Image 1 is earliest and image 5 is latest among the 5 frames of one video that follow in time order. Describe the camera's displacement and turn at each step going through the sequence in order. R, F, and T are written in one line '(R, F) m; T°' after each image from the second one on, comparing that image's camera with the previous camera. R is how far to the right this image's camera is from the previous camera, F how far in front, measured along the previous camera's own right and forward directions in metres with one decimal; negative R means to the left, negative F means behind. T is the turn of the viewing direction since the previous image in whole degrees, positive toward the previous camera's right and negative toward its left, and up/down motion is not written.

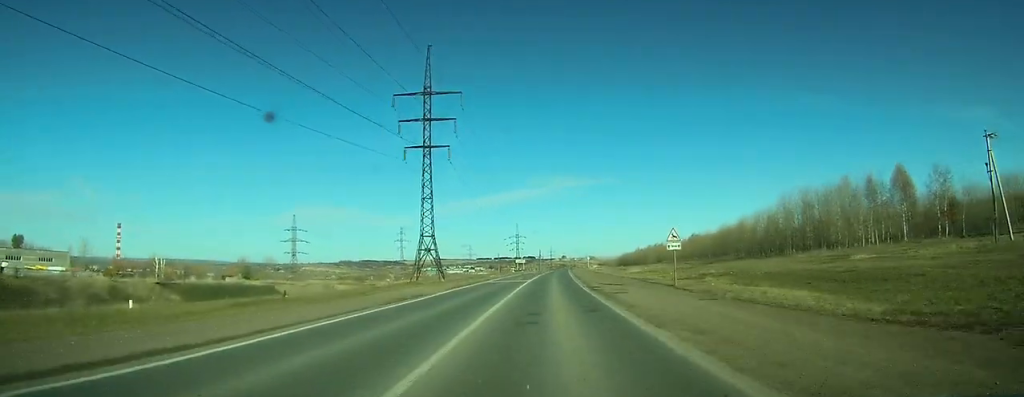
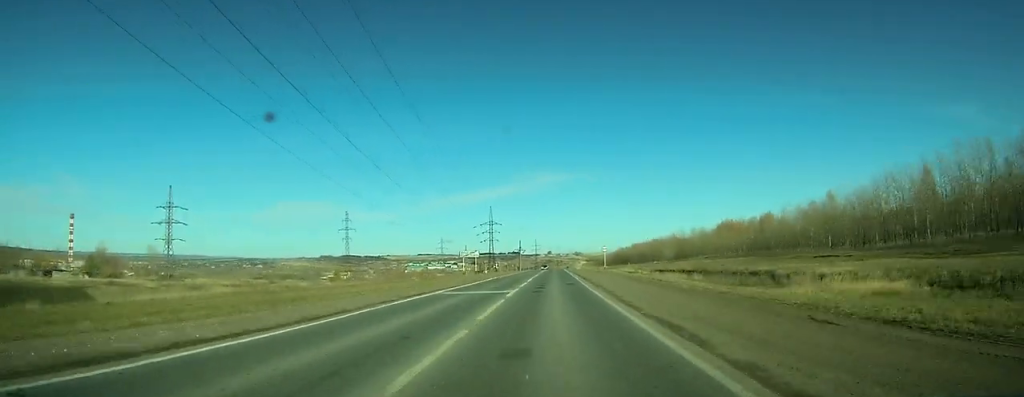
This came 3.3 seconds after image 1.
(+1.1, +70.1) m; +2°
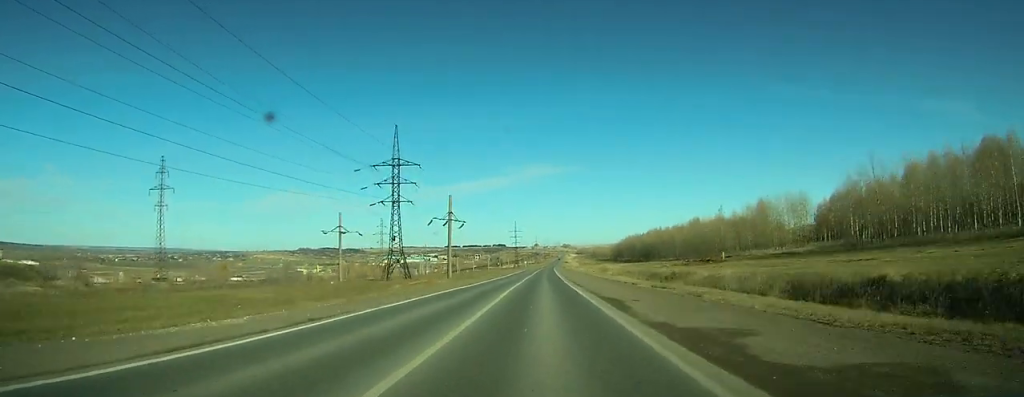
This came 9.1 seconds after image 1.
(+2.3, +129.8) m; +1°
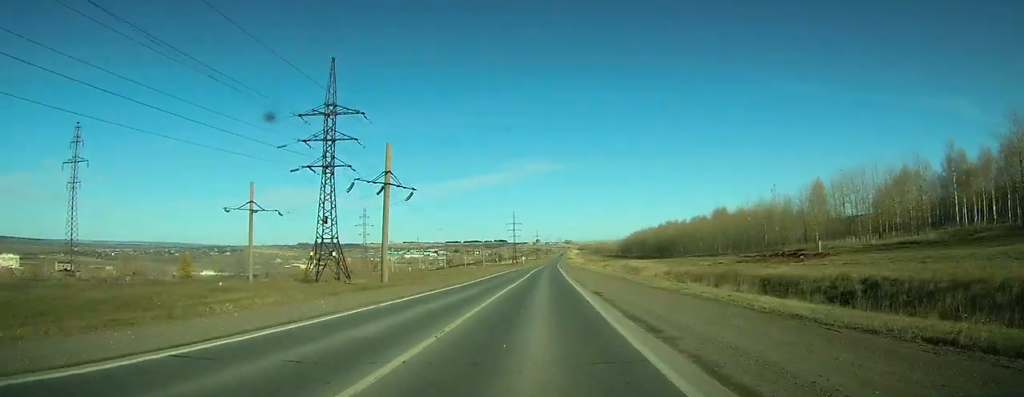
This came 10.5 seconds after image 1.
(0.0, +31.7) m; 0°
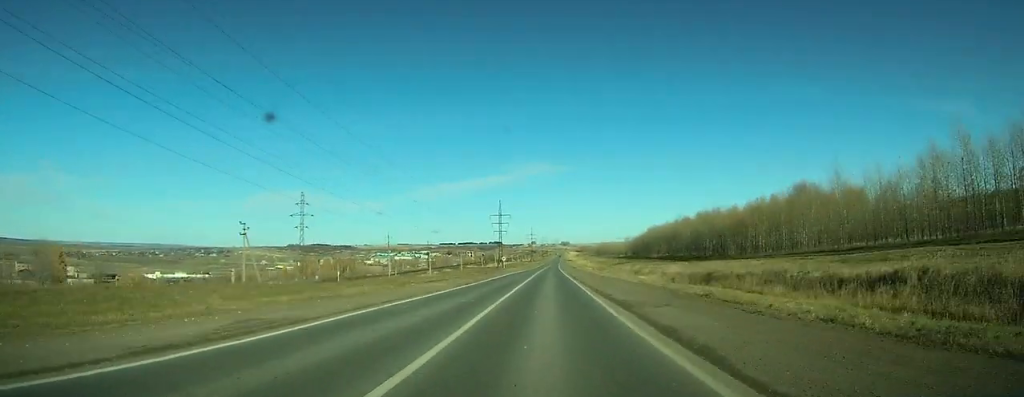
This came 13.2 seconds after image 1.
(+0.2, +68.1) m; 0°
